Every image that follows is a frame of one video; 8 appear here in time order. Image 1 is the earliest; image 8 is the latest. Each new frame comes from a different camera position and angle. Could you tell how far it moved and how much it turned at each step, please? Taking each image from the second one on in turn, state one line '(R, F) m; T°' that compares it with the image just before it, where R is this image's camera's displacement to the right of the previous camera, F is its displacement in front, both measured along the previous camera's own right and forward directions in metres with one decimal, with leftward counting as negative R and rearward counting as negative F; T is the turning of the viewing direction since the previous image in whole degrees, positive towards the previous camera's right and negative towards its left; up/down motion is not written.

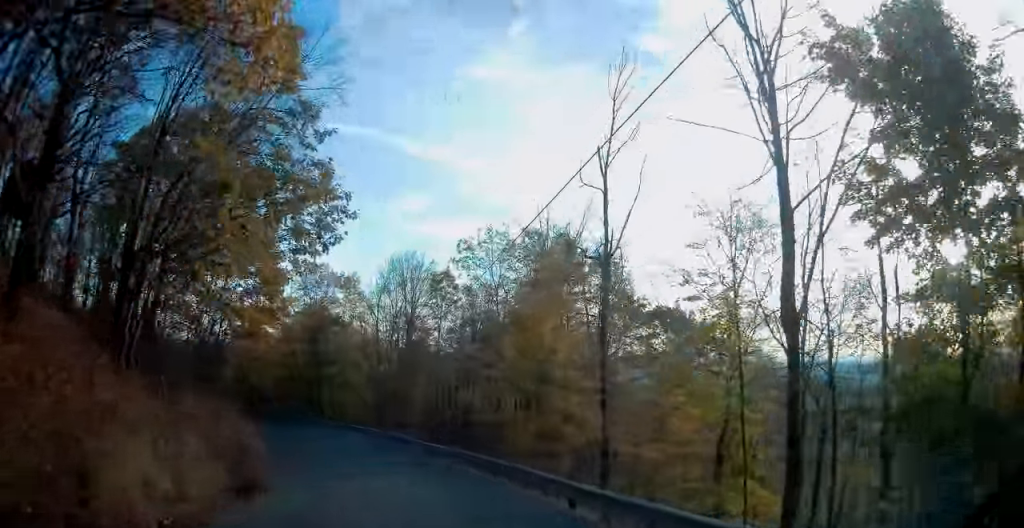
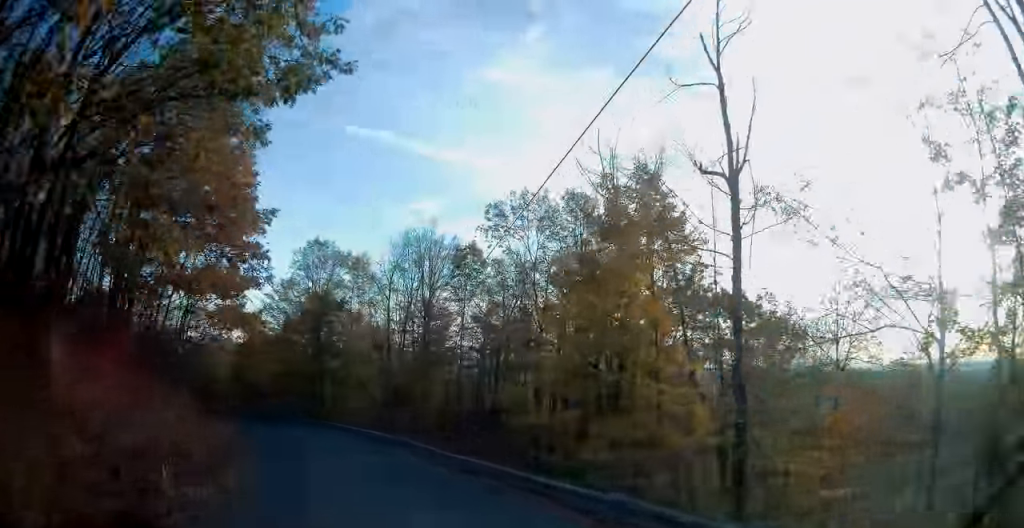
(-0.1, +8.8) m; -1°
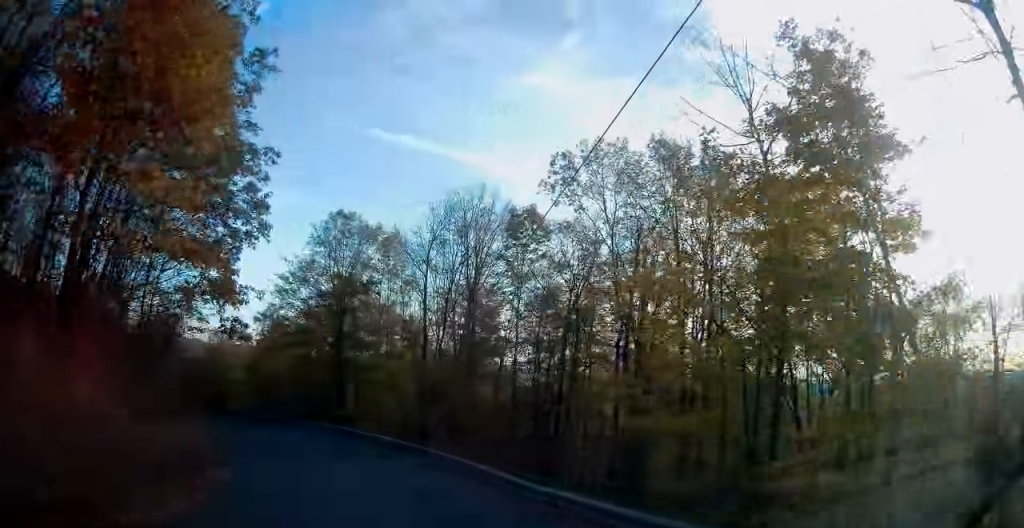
(-0.1, +9.3) m; -3°
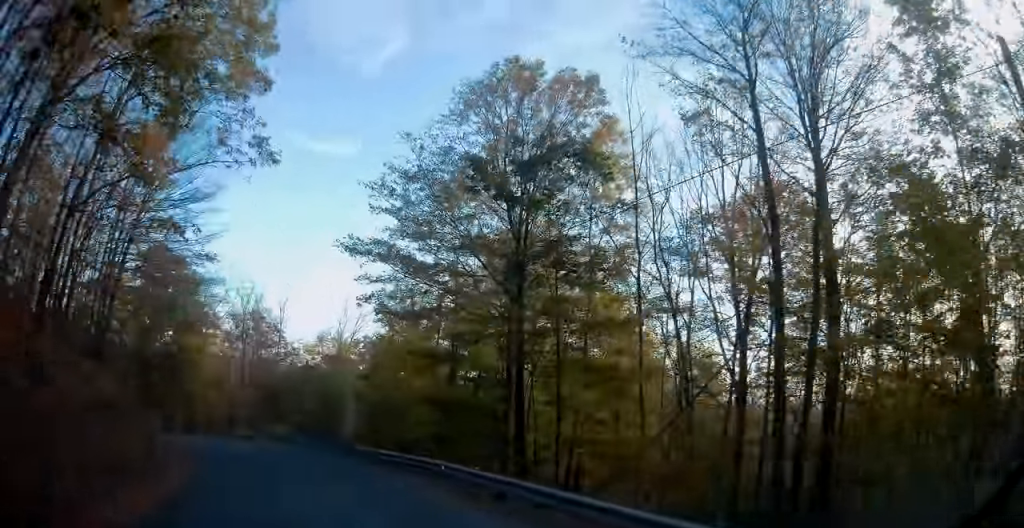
(-2.8, +23.7) m; -17°
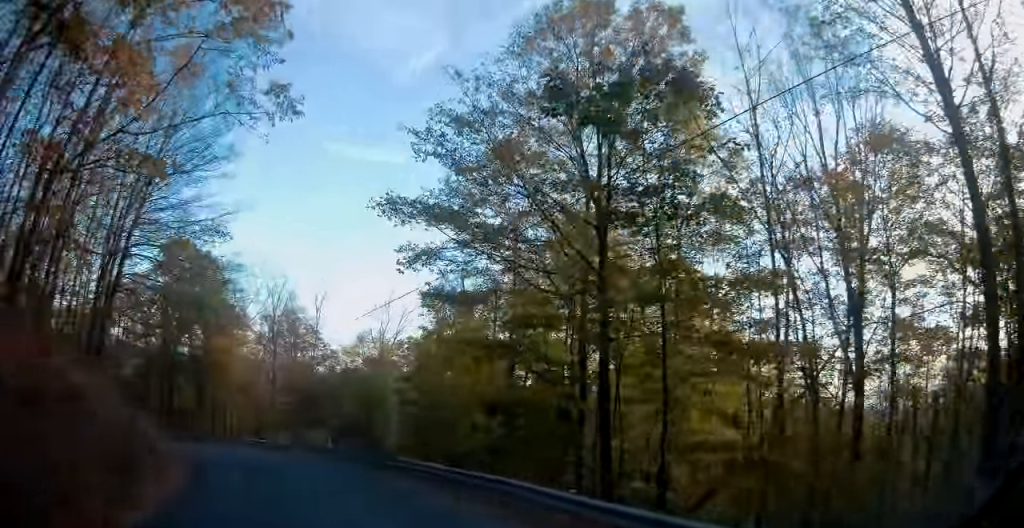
(-0.1, +4.7) m; -4°
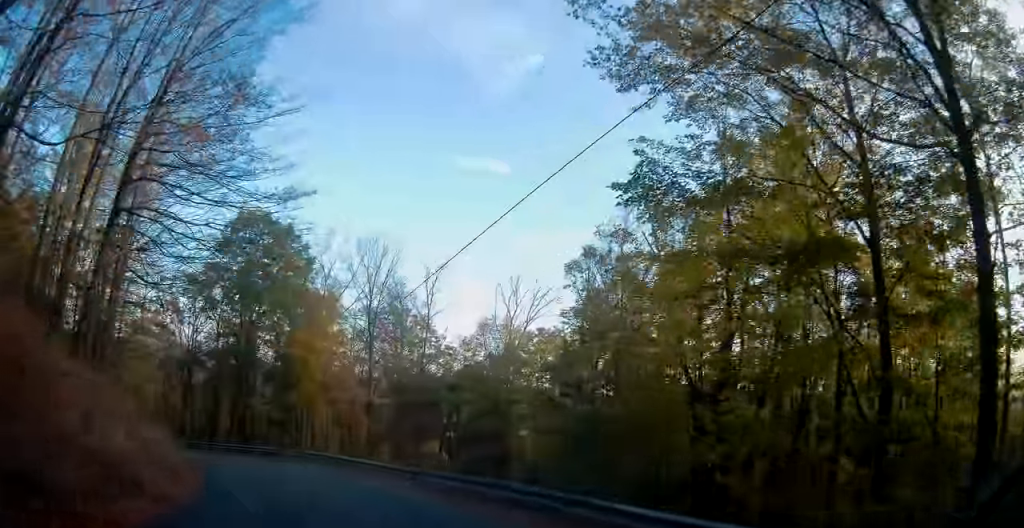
(-0.8, +10.8) m; -10°
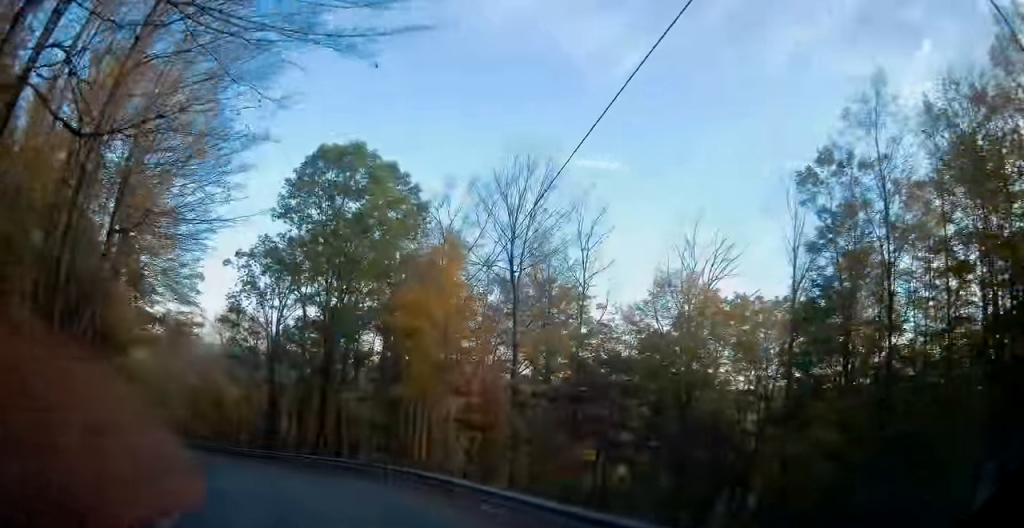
(-1.2, +12.2) m; -14°
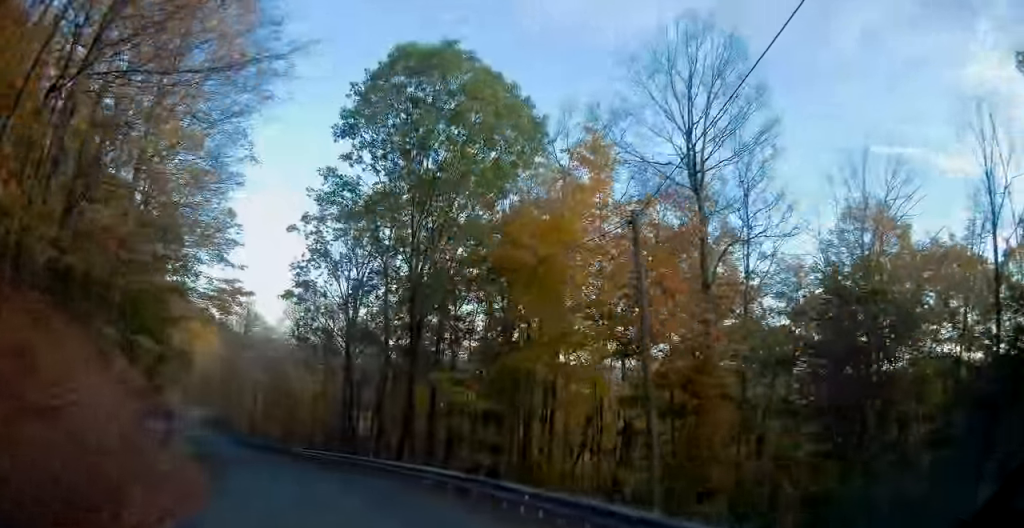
(-1.1, +9.6) m; -10°
